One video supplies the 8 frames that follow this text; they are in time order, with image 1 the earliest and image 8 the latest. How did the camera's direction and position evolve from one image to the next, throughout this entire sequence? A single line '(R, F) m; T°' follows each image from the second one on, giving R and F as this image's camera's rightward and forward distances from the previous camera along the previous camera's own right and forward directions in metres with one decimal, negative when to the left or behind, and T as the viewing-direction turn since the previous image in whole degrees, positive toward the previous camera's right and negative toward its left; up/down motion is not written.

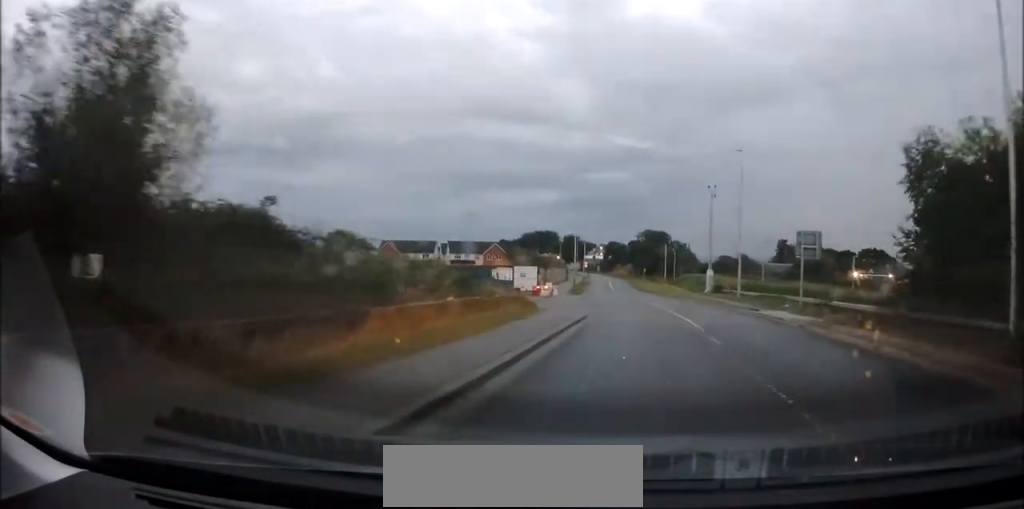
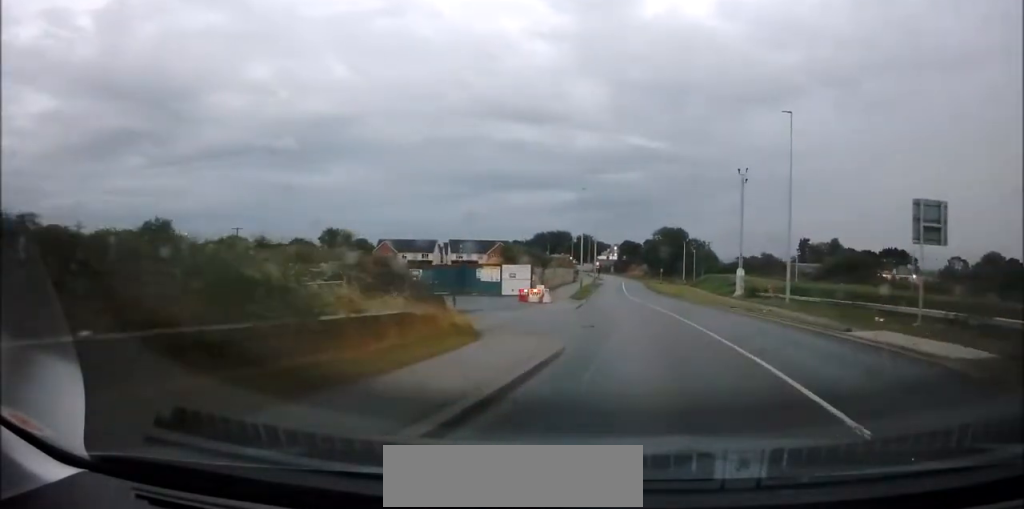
(-0.1, +11.3) m; -2°
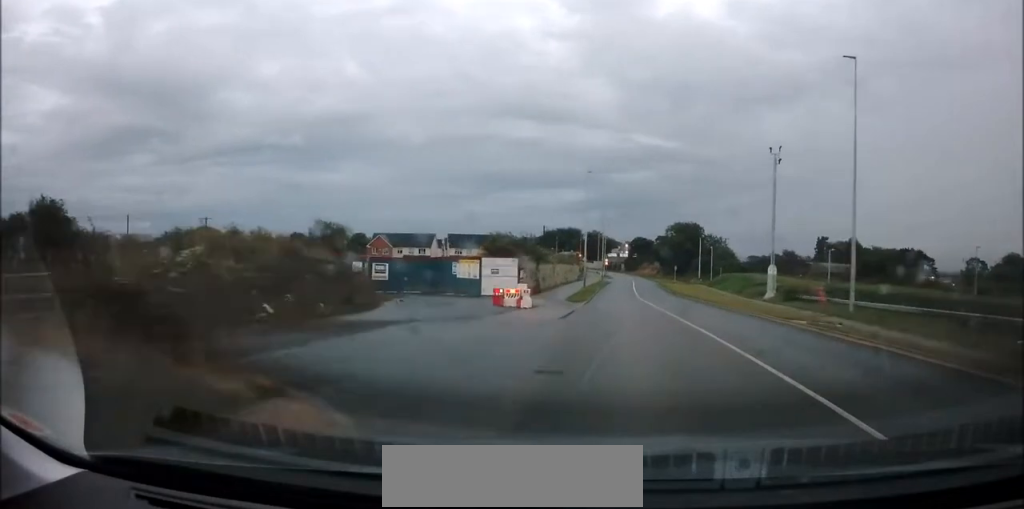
(-0.1, +9.4) m; -1°
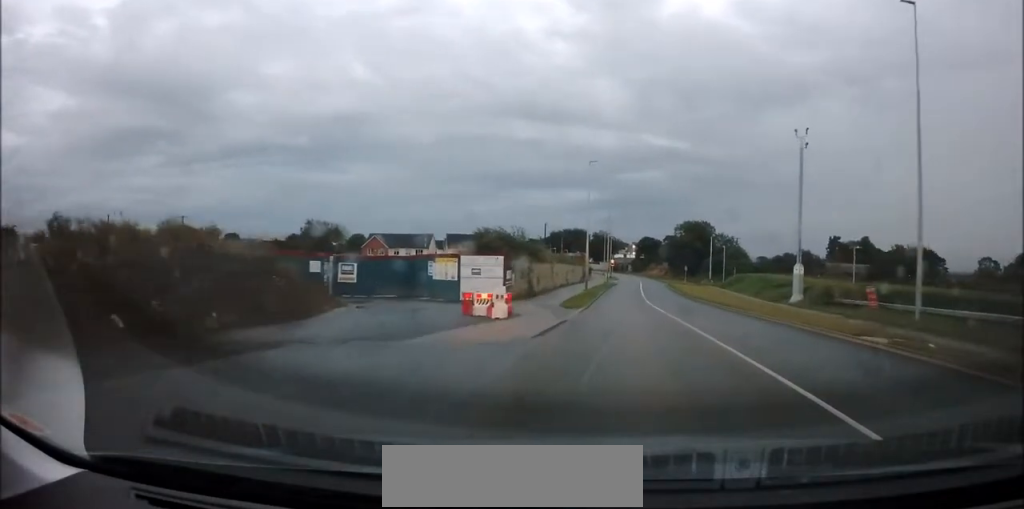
(-0.3, +6.1) m; 0°
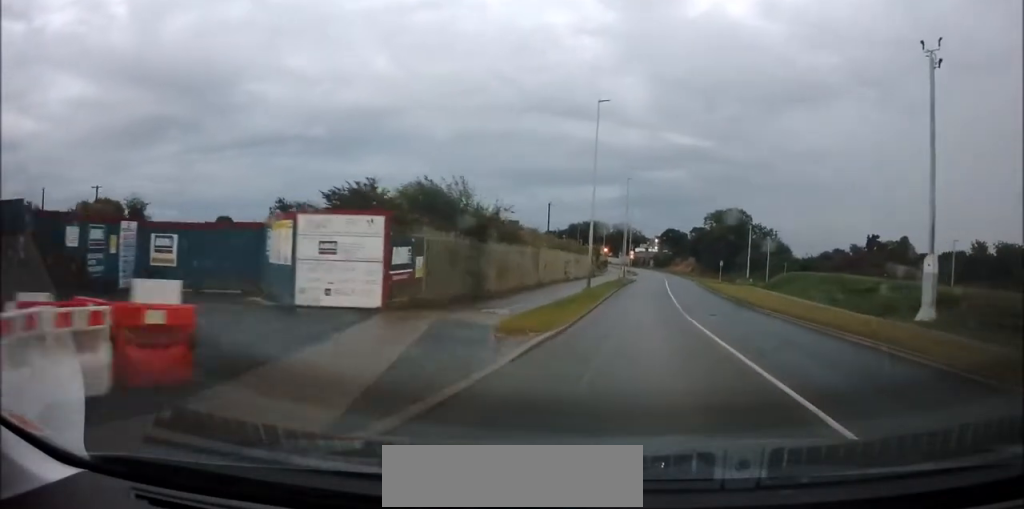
(+0.4, +17.8) m; 0°
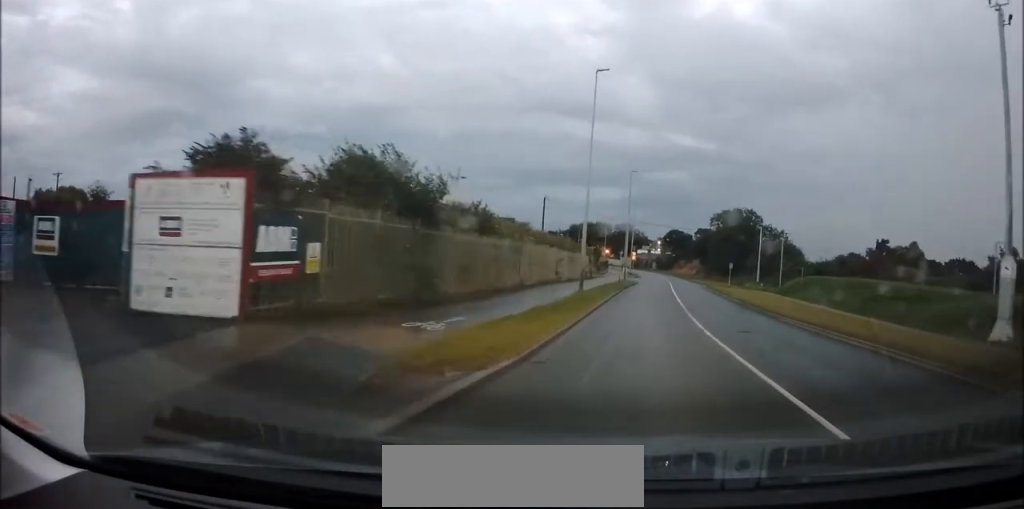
(-0.2, +6.1) m; 0°
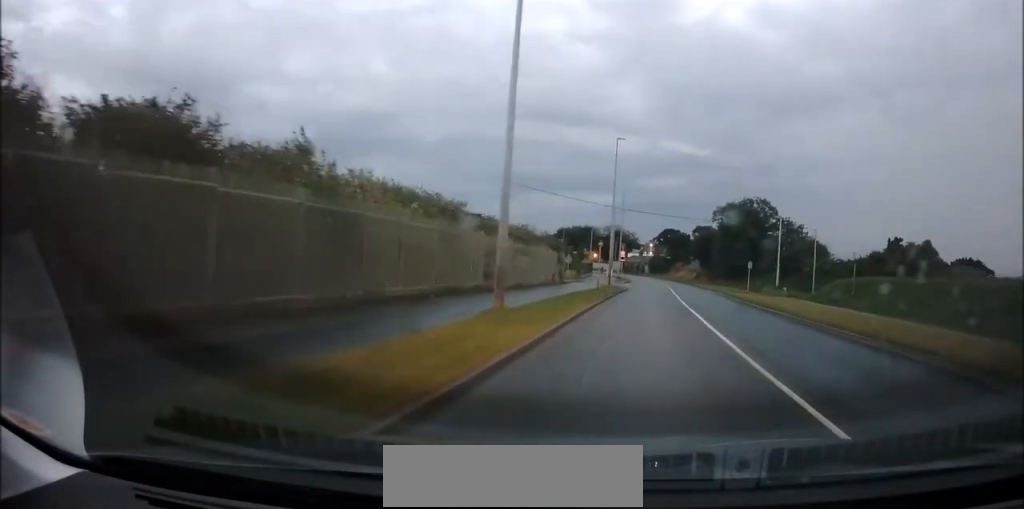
(-0.2, +16.5) m; +1°
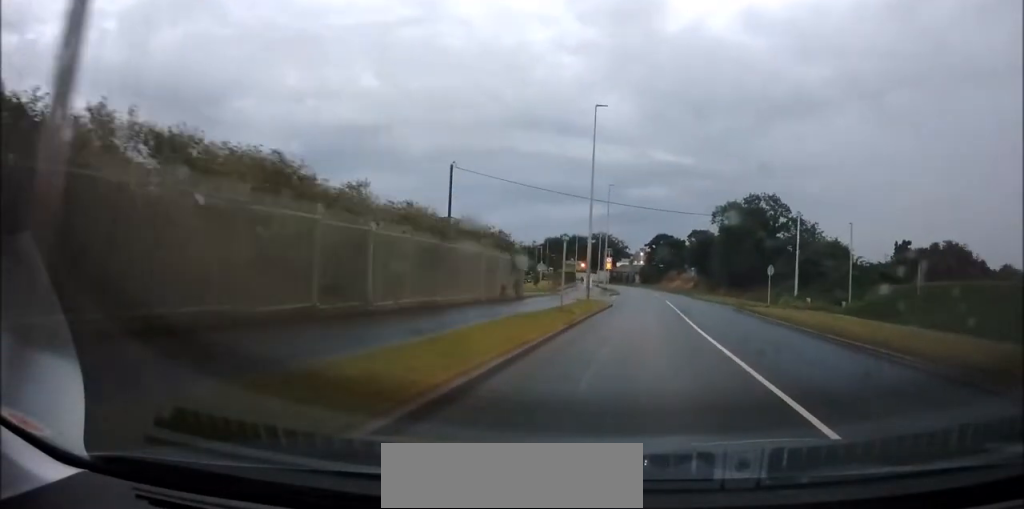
(+0.2, +11.7) m; +1°
